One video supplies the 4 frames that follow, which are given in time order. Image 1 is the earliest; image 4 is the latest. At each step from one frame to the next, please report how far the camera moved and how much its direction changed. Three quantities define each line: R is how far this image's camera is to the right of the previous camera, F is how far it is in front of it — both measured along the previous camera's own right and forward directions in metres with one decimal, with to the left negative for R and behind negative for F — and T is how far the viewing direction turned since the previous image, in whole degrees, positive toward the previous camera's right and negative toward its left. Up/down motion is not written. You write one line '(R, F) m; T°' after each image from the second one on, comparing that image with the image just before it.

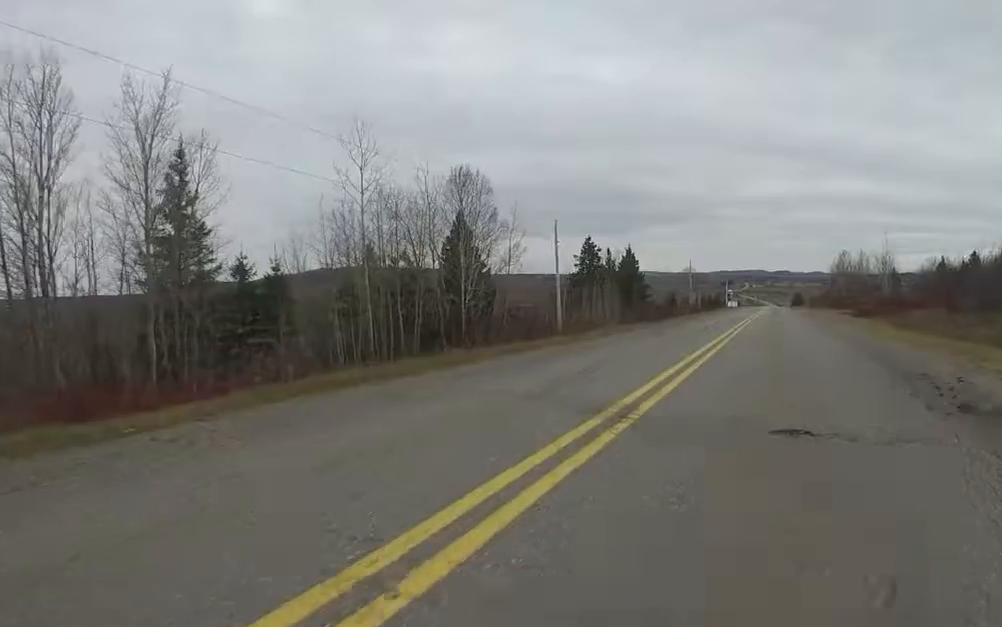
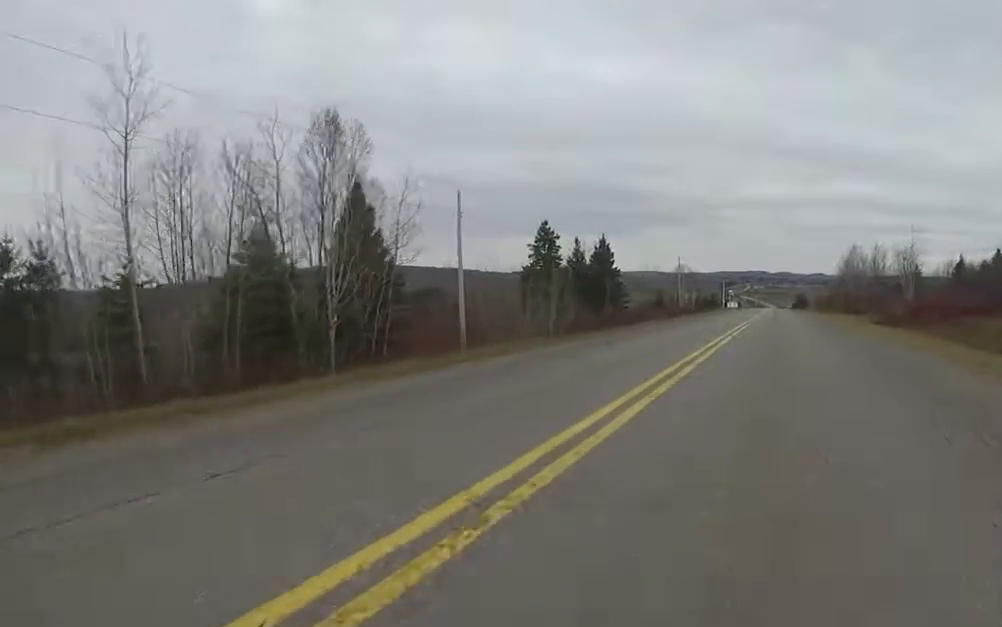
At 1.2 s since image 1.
(+0.3, +12.4) m; +2°
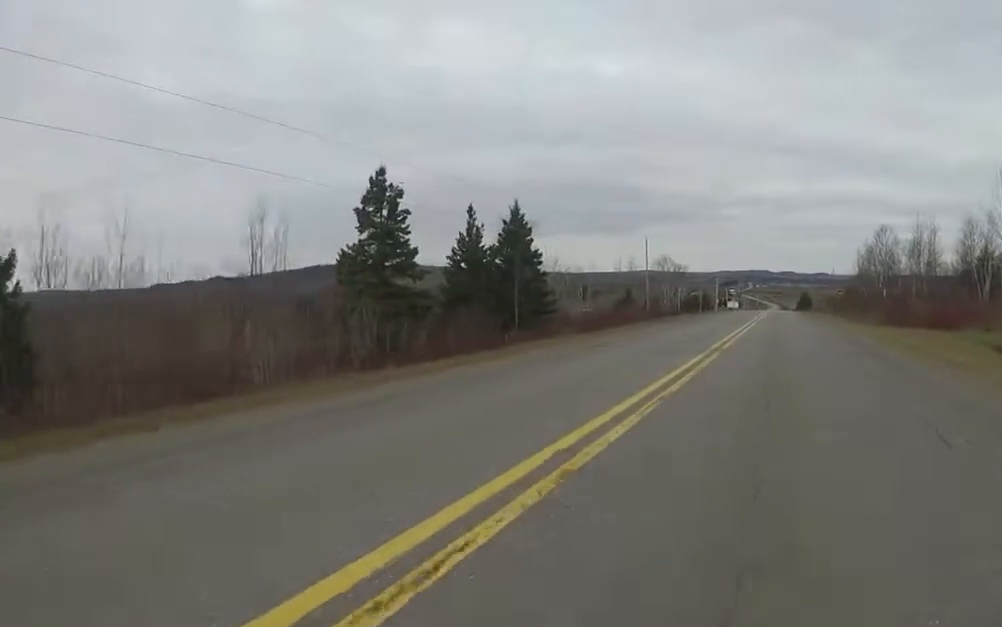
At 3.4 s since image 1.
(0.0, +22.7) m; -4°
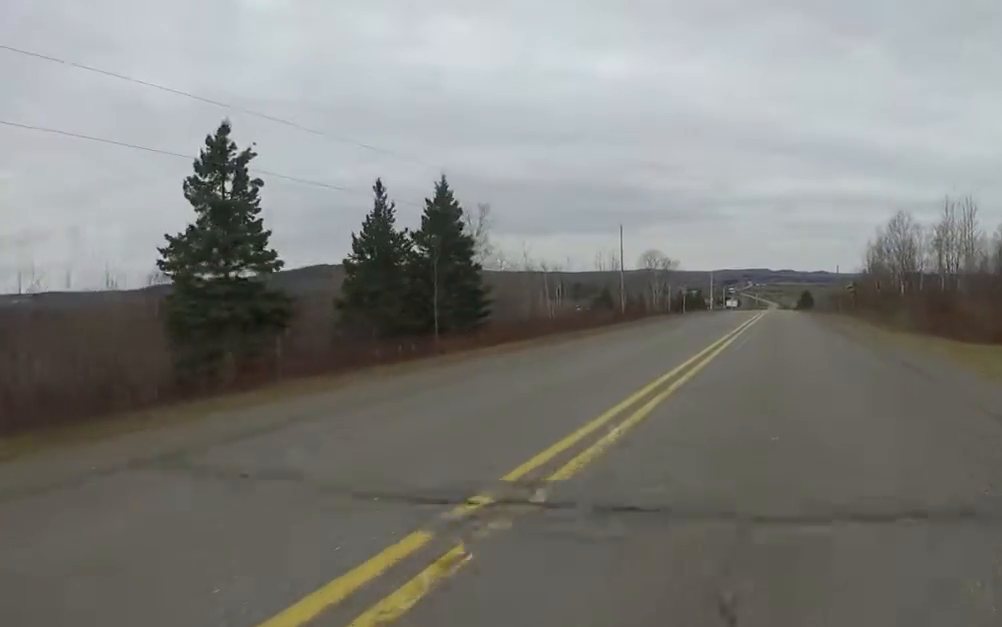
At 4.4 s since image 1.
(-0.7, +10.4) m; -2°
